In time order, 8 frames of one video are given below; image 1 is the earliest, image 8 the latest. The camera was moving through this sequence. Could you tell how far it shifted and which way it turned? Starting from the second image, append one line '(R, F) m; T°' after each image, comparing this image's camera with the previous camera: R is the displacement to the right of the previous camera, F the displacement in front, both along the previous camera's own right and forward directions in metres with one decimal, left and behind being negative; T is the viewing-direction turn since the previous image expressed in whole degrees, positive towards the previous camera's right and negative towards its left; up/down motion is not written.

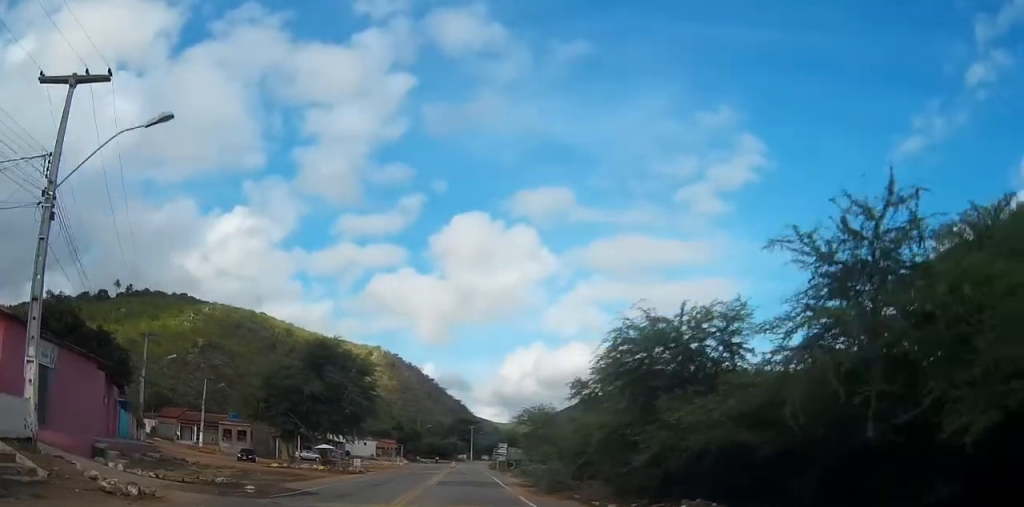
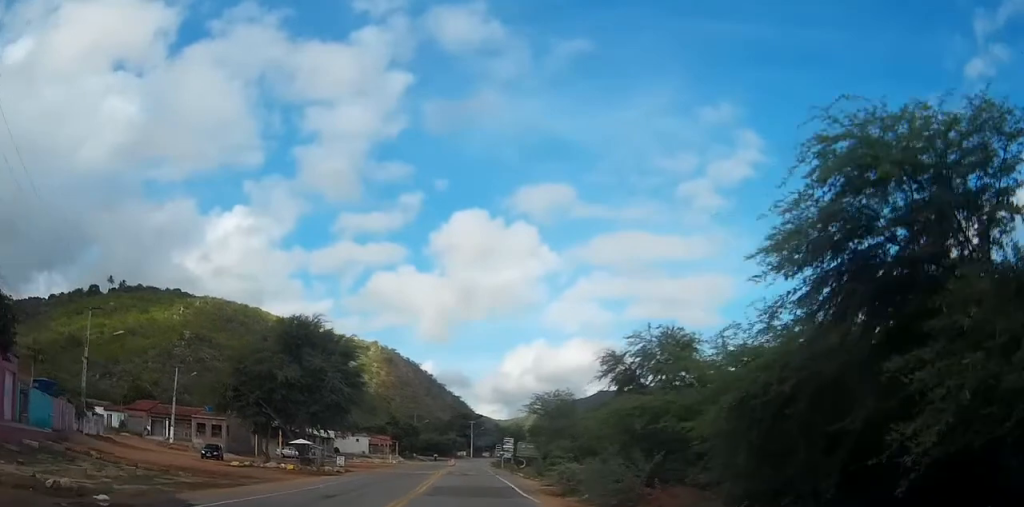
(0.0, +9.4) m; 0°
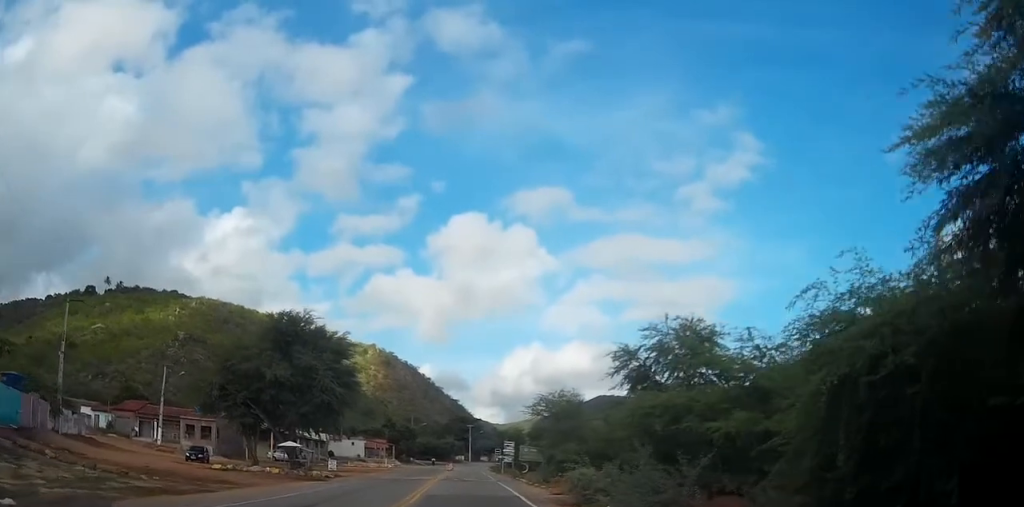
(0.0, +3.3) m; 0°
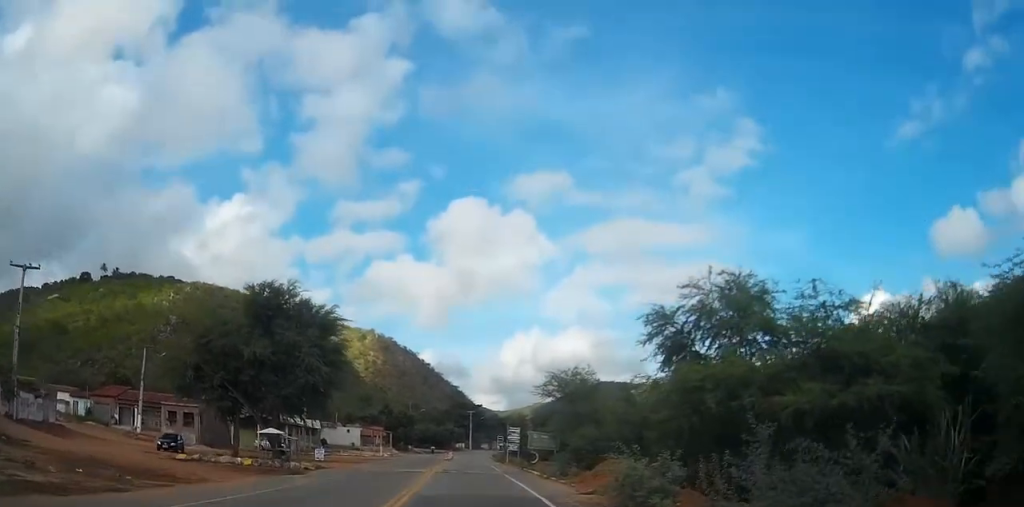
(0.0, +6.5) m; -1°
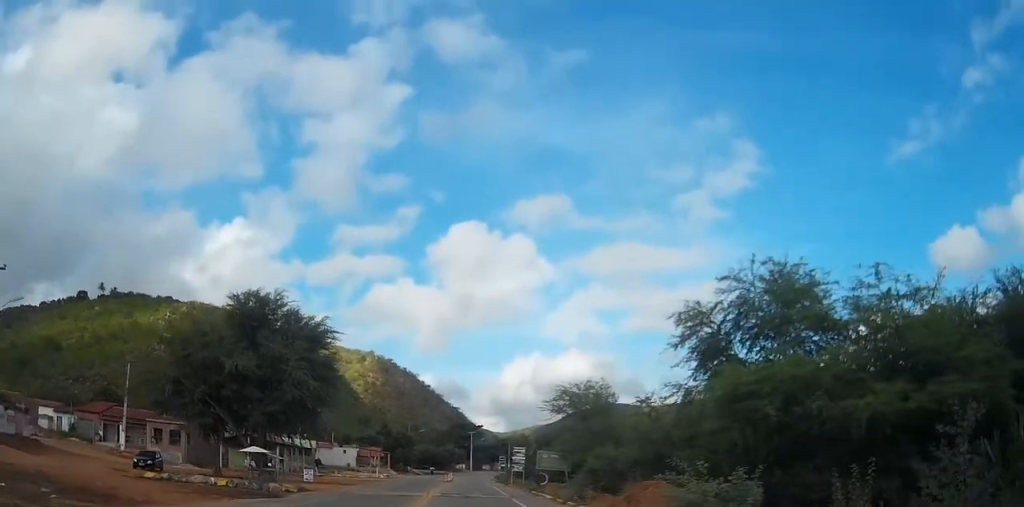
(-0.1, +4.8) m; -1°
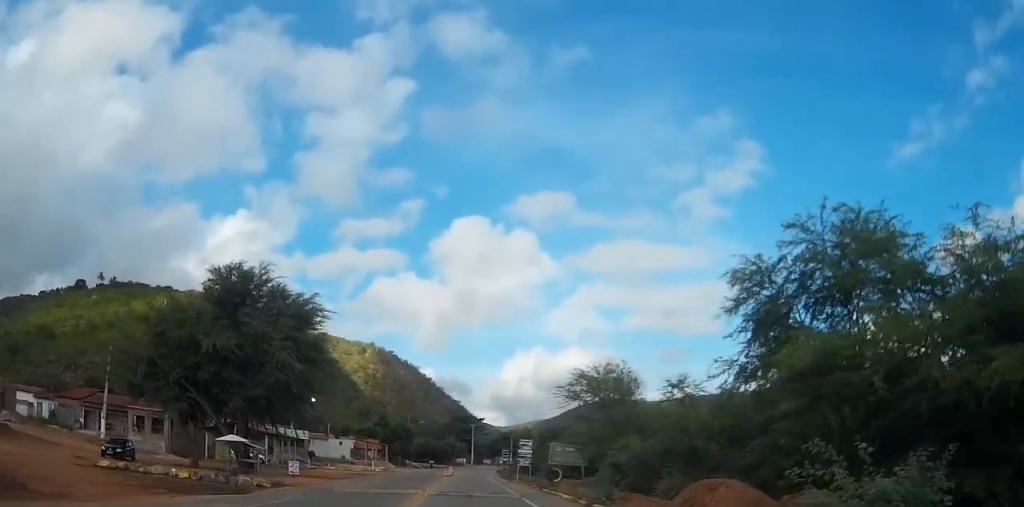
(0.0, +5.4) m; 0°
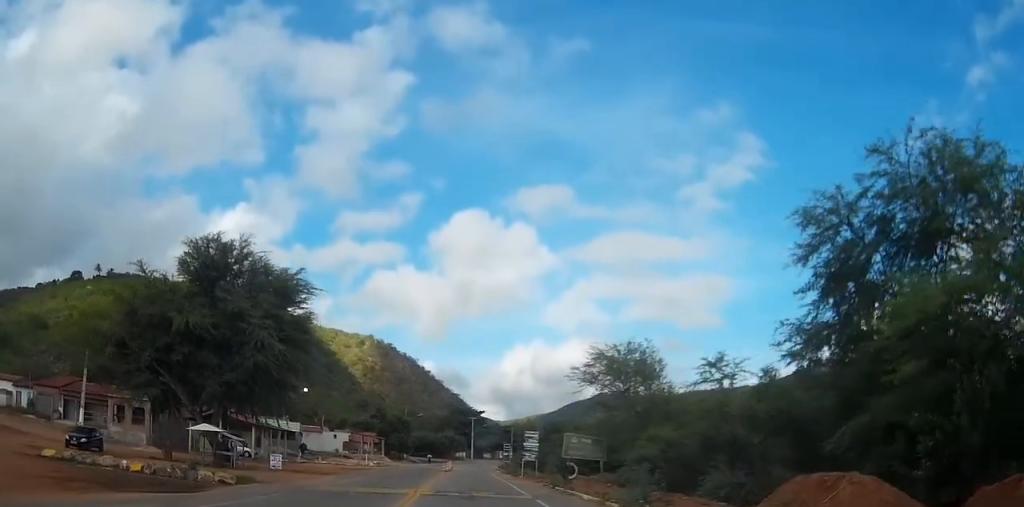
(0.0, +4.8) m; 0°
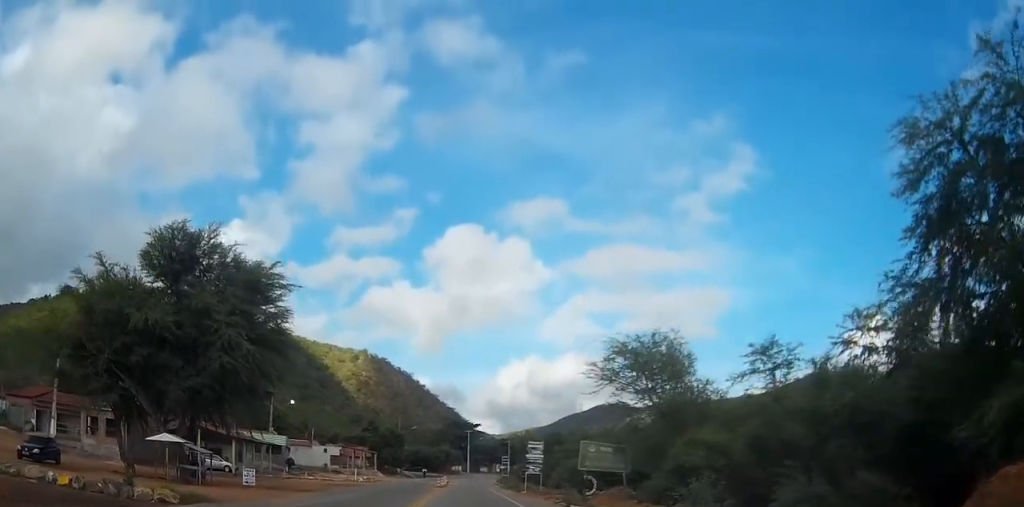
(0.0, +4.9) m; +1°
